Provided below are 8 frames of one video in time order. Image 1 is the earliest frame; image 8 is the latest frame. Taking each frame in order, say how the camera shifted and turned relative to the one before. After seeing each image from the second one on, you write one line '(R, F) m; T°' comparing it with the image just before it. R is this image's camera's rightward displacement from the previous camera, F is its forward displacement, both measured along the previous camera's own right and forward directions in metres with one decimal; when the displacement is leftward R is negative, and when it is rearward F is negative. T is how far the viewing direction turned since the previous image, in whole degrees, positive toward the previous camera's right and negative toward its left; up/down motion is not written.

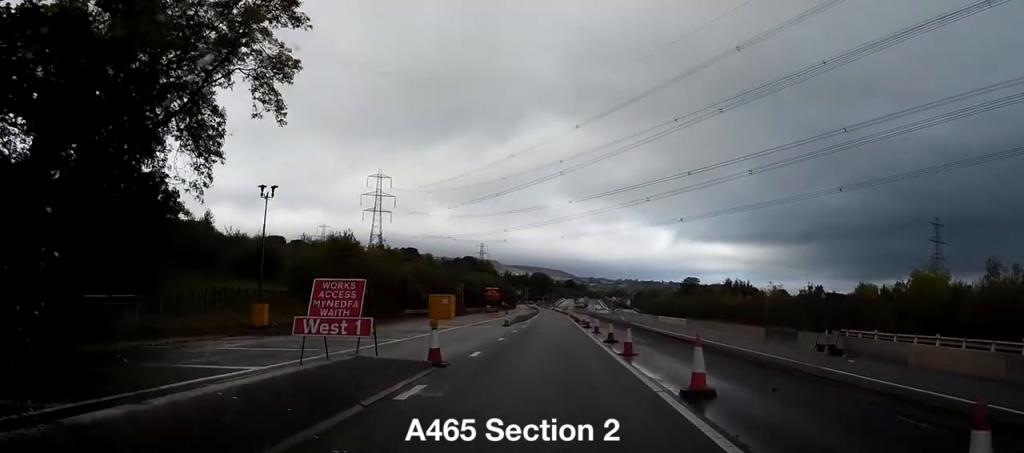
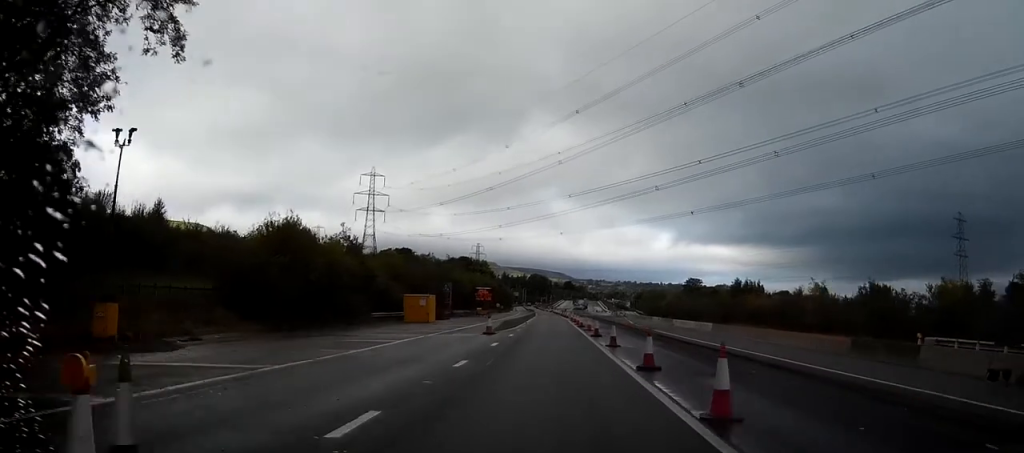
(+0.1, +12.1) m; +1°
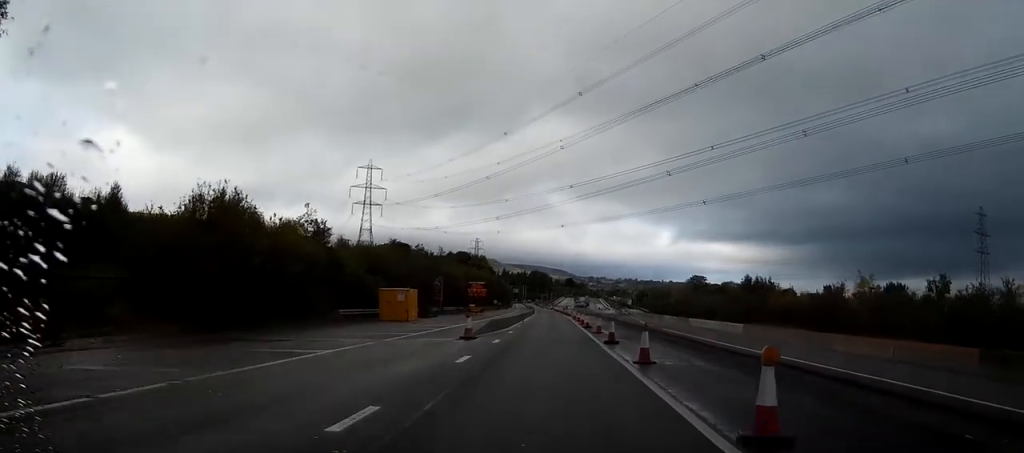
(+0.1, +9.3) m; 0°
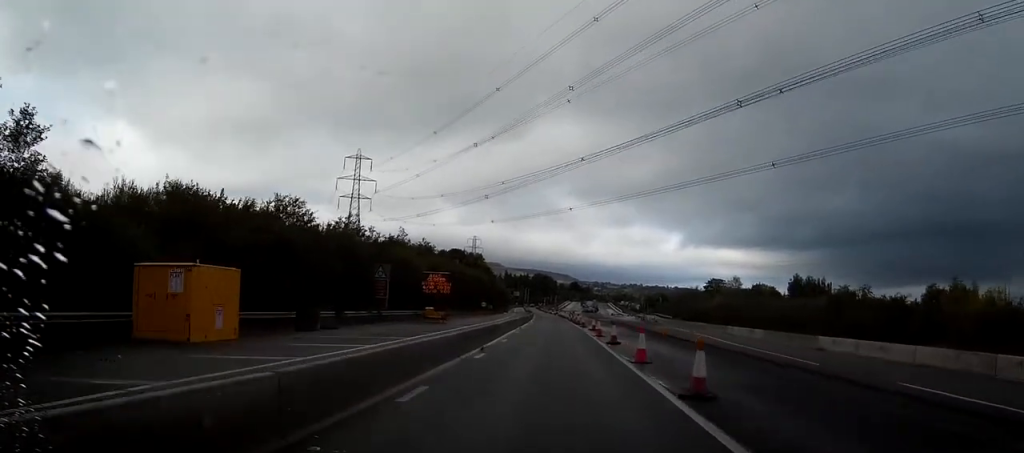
(-0.2, +34.7) m; -1°
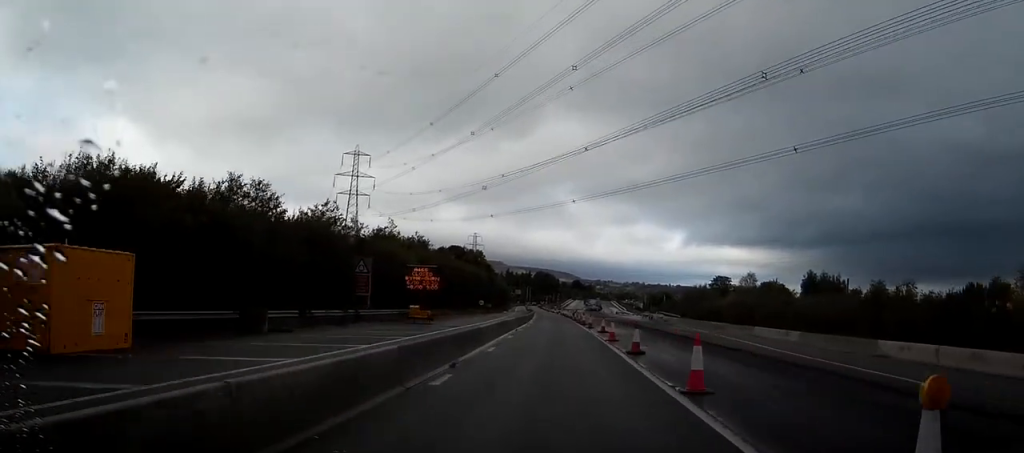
(0.0, +7.1) m; 0°
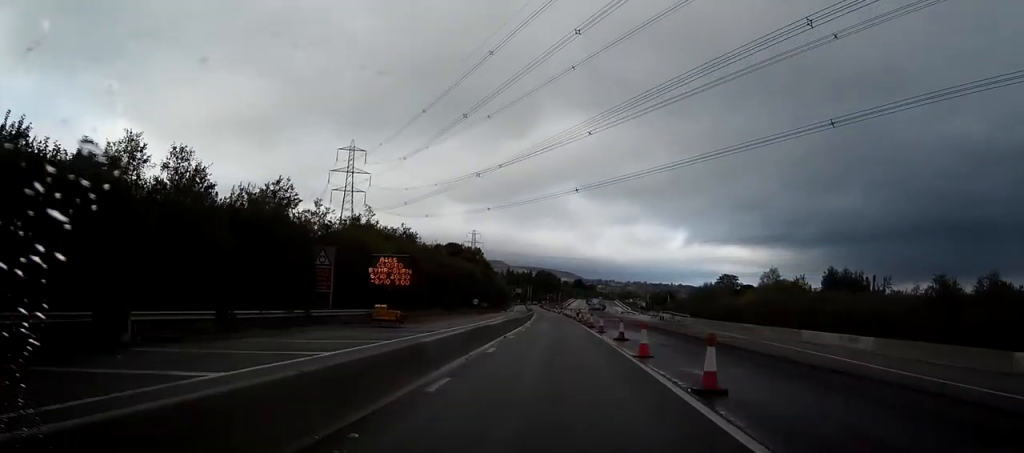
(0.0, +10.3) m; 0°
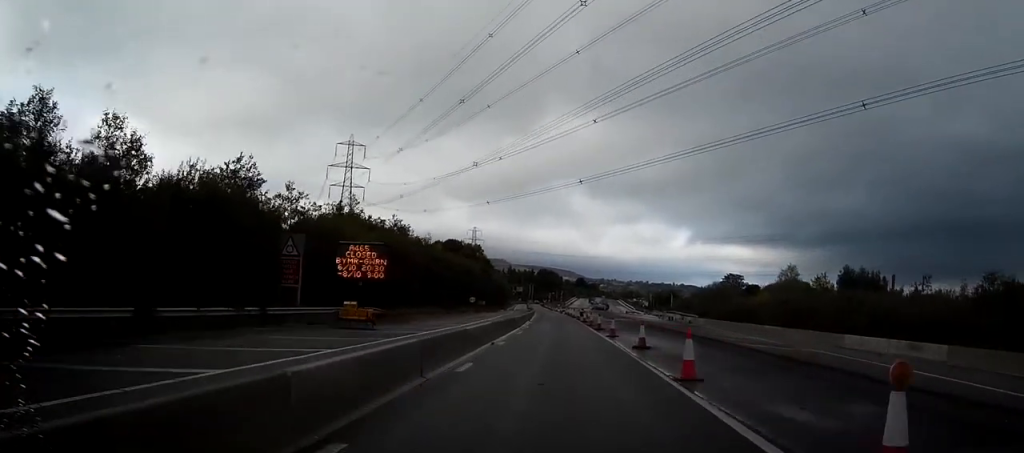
(0.0, +6.5) m; 0°
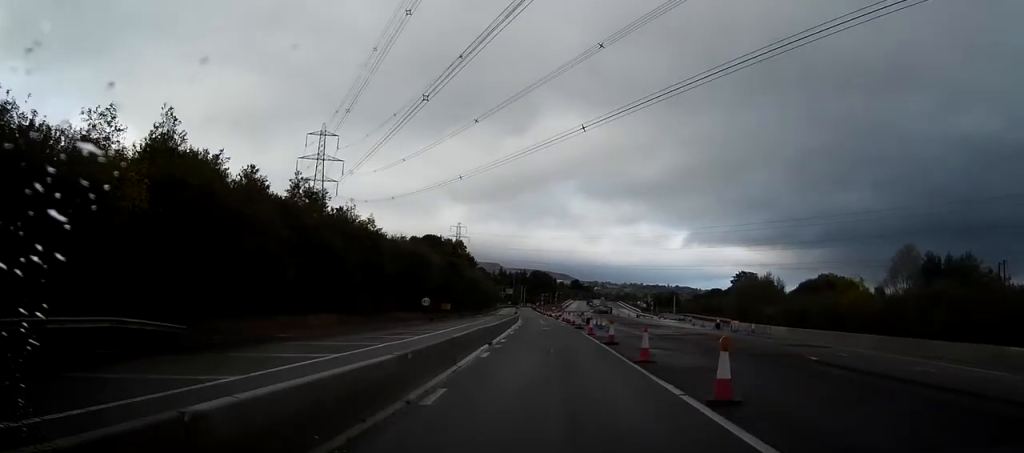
(-0.6, +31.5) m; -2°
